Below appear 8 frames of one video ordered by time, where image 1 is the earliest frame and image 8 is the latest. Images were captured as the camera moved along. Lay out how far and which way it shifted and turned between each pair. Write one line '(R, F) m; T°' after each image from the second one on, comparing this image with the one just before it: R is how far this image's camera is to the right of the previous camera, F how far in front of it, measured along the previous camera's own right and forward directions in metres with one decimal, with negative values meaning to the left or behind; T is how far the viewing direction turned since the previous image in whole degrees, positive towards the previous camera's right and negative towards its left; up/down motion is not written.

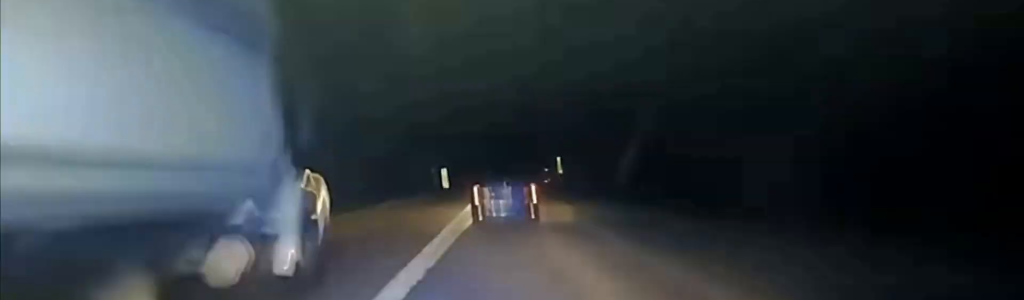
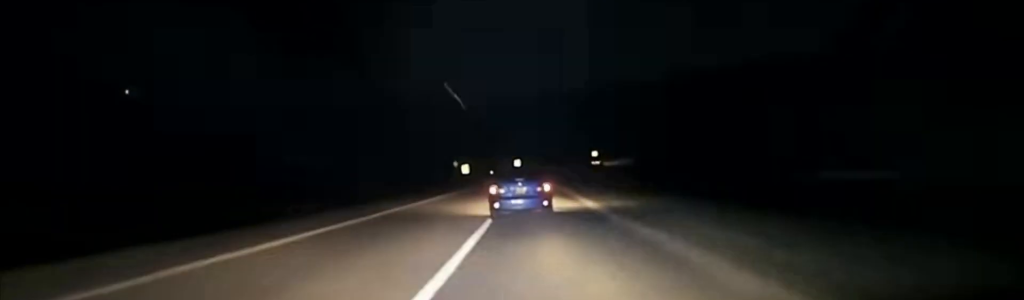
(+0.1, +25.5) m; 0°
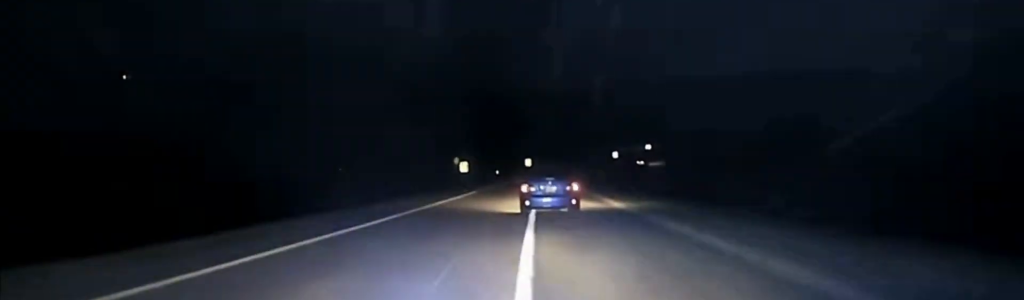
(-0.1, +27.6) m; -1°
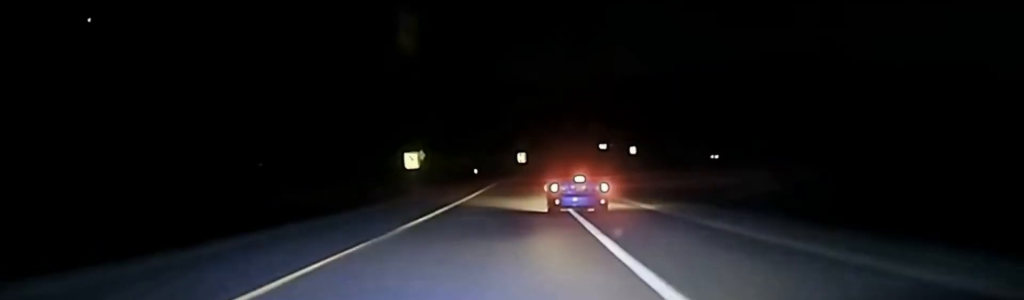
(-0.5, +51.4) m; -1°
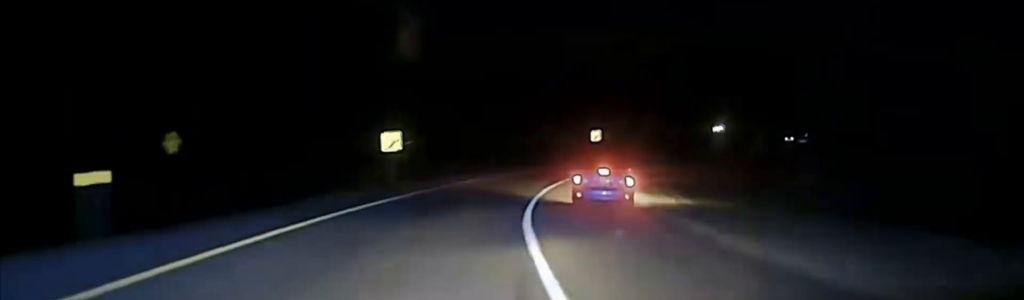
(-0.1, +75.2) m; +3°
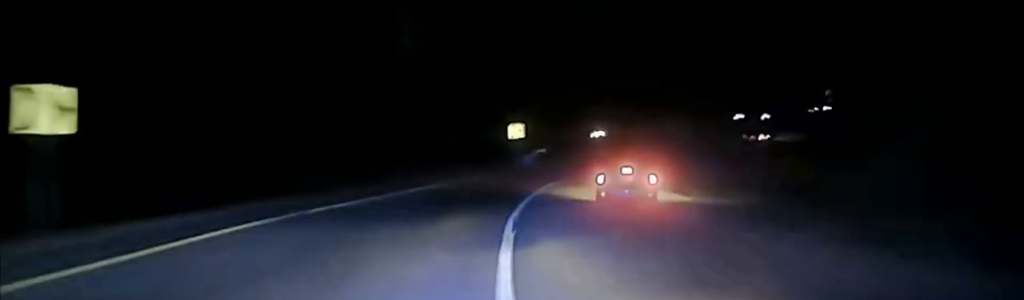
(+0.2, +35.9) m; +6°
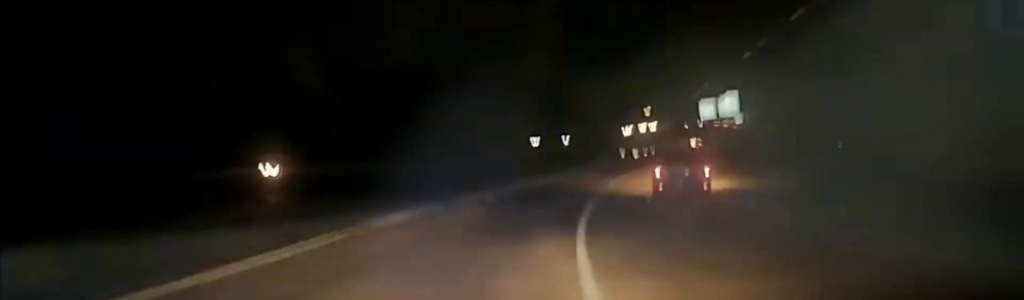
(+7.4, +65.1) m; +11°
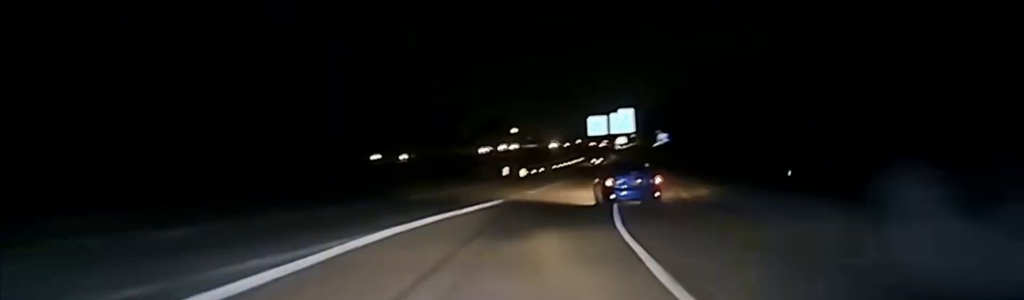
(+1.8, +32.0) m; +8°
